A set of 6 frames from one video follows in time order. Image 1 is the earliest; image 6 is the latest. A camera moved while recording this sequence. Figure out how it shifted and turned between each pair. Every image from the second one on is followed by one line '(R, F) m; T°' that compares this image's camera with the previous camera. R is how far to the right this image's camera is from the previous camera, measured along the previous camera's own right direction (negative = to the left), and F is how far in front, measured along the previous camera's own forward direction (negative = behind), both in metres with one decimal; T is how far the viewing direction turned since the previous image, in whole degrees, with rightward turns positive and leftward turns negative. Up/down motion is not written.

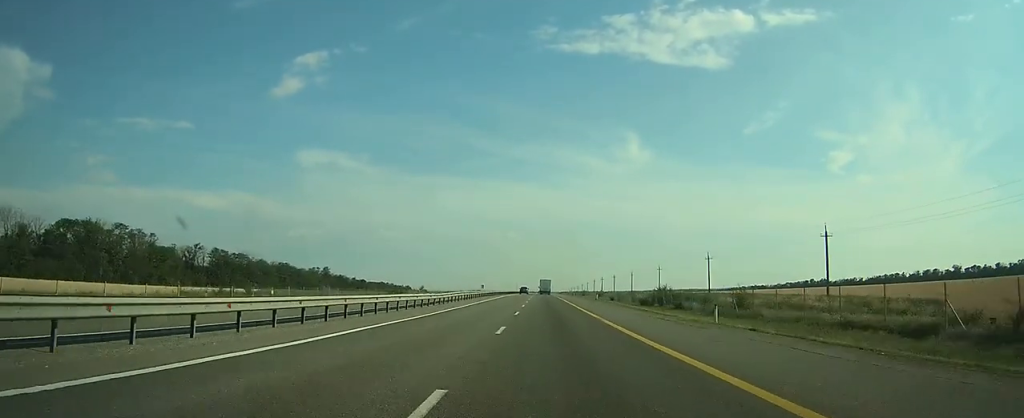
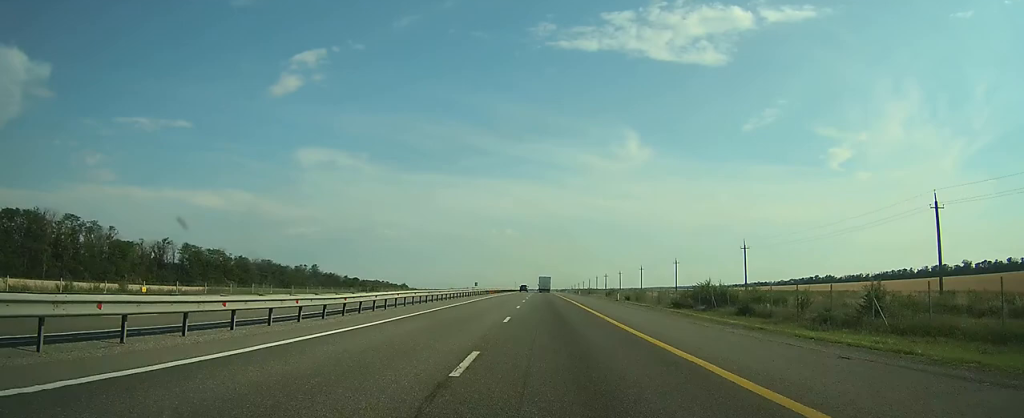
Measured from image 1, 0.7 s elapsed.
(0.0, +20.2) m; 0°
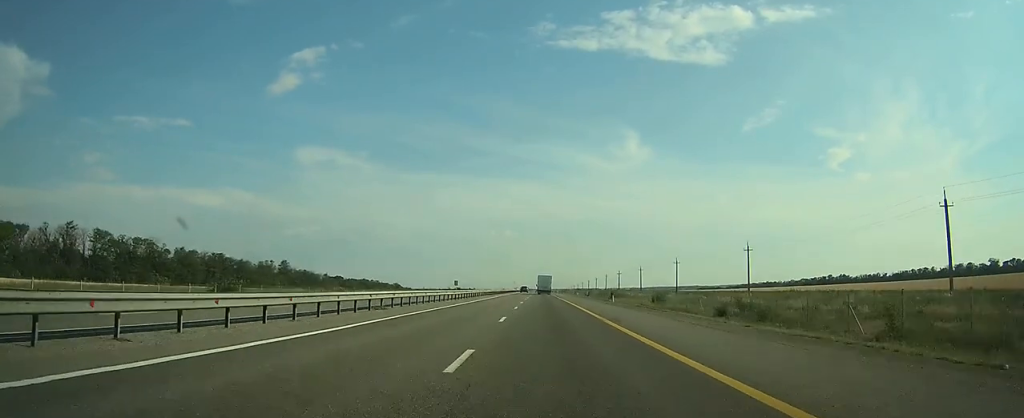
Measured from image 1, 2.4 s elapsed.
(-0.1, +48.0) m; 0°
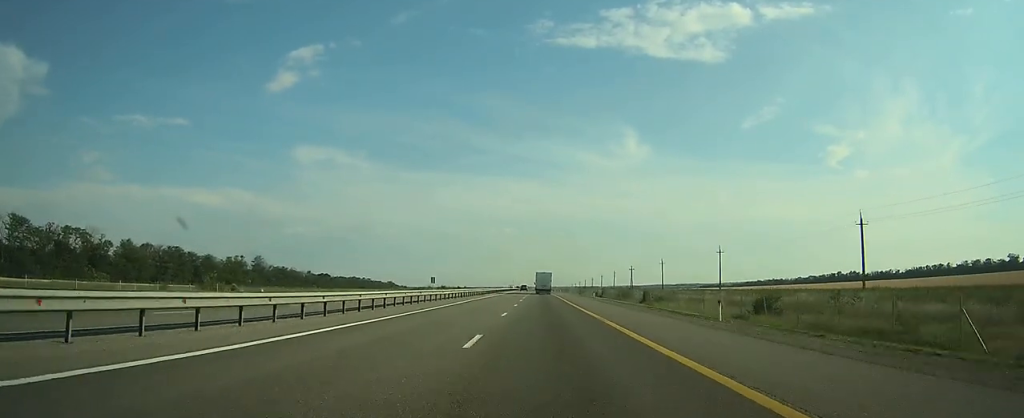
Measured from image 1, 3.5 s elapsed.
(+0.1, +33.2) m; 0°
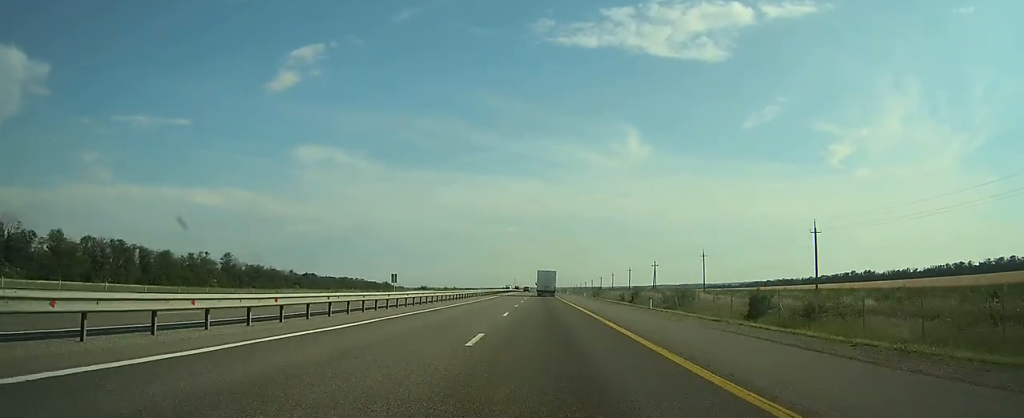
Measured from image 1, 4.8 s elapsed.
(0.0, +35.7) m; 0°
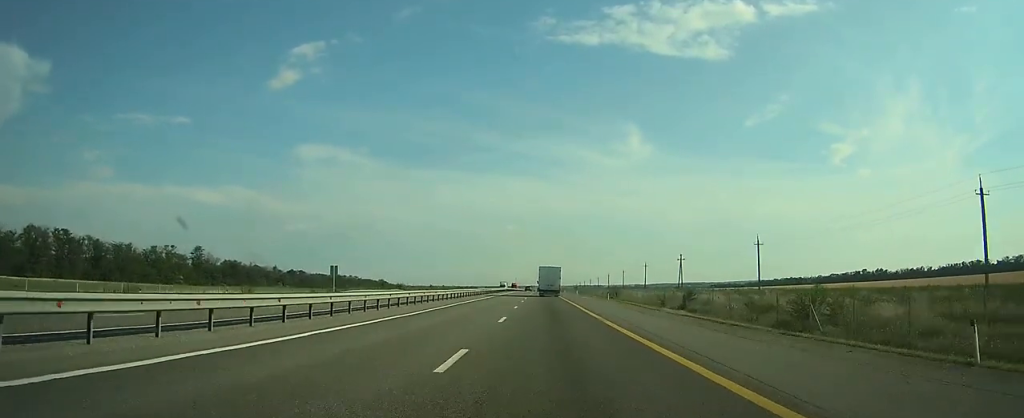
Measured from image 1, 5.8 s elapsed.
(0.0, +27.9) m; 0°
